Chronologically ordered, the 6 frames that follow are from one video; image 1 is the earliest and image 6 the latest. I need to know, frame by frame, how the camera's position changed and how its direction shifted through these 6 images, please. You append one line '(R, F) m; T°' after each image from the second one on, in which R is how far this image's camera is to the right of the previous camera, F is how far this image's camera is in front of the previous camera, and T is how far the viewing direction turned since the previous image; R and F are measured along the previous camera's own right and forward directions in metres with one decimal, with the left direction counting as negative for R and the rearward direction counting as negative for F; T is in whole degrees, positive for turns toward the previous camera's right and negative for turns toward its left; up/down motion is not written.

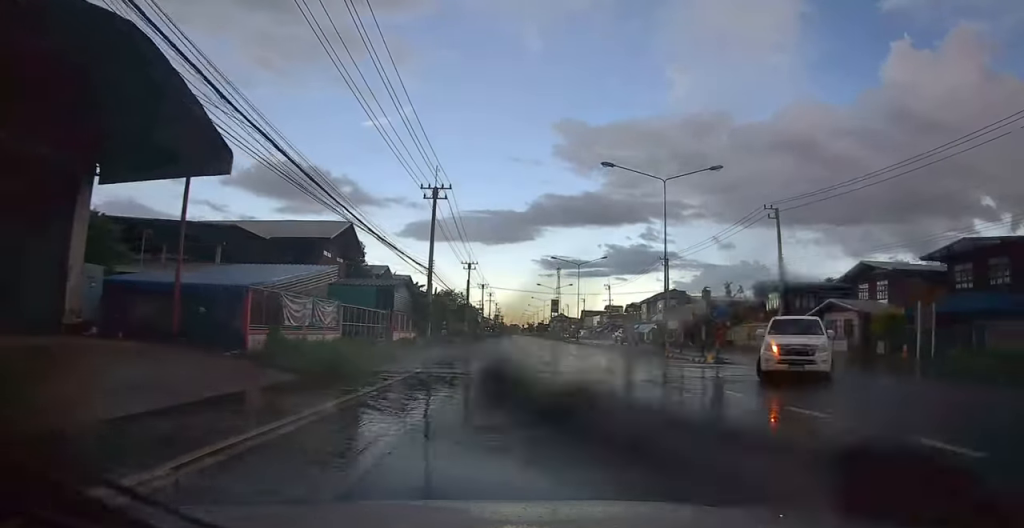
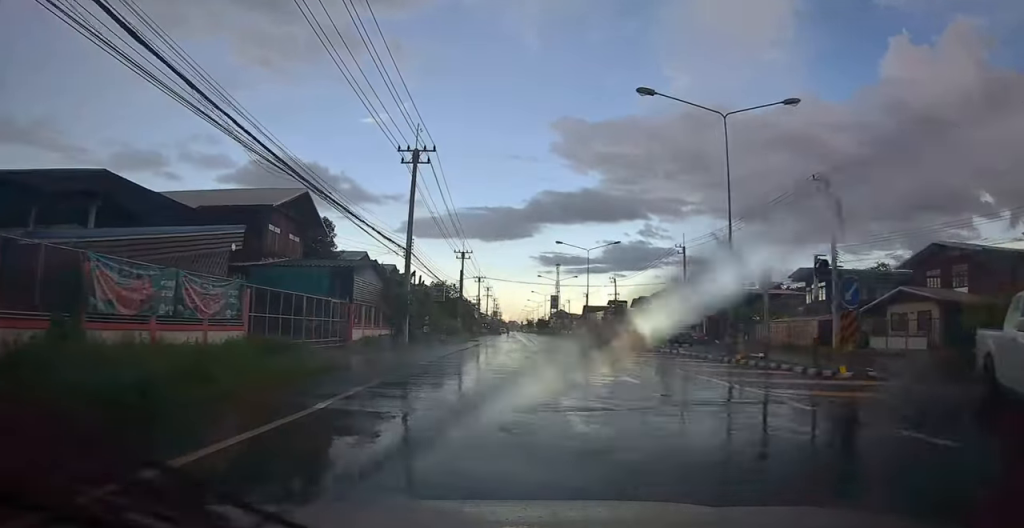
(0.0, +8.8) m; -1°
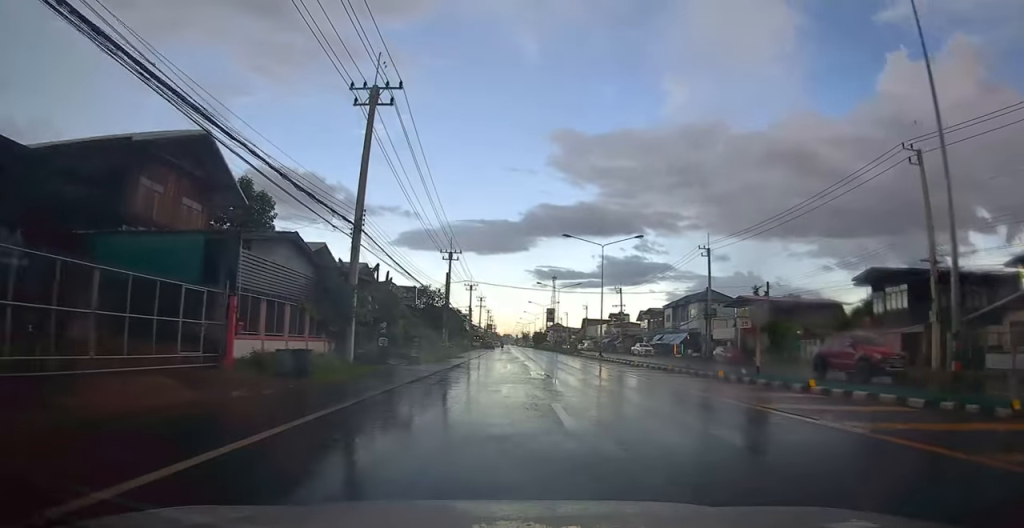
(+0.2, +11.1) m; -2°
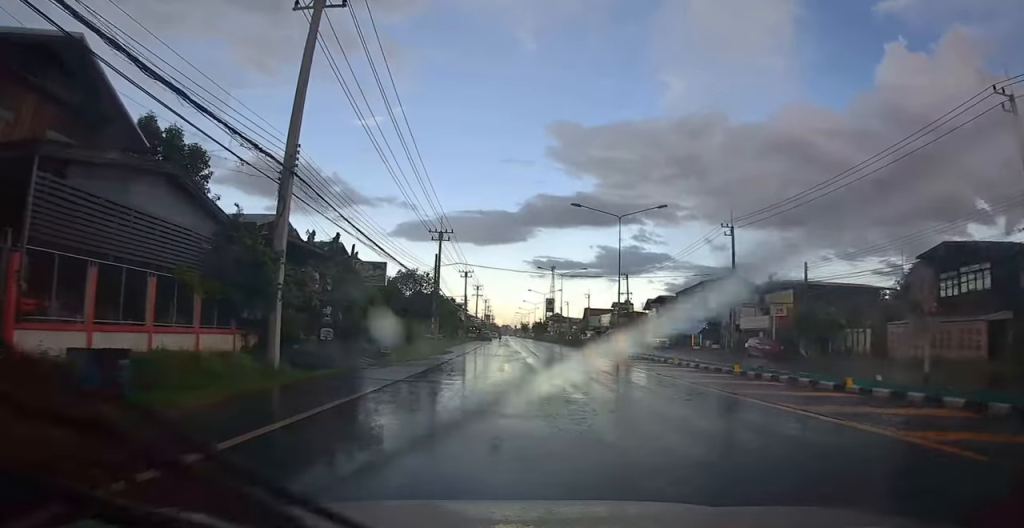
(-0.5, +7.6) m; 0°
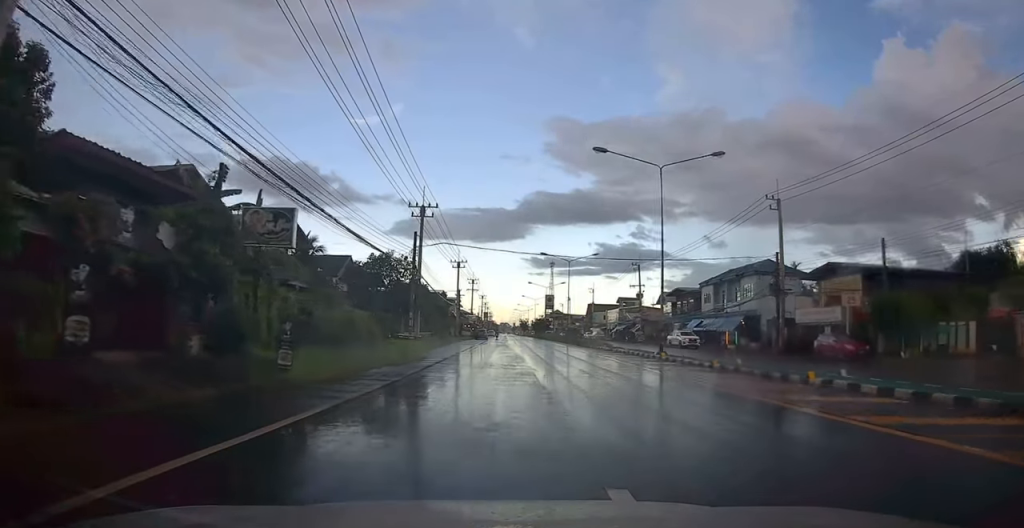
(0.0, +11.1) m; +1°
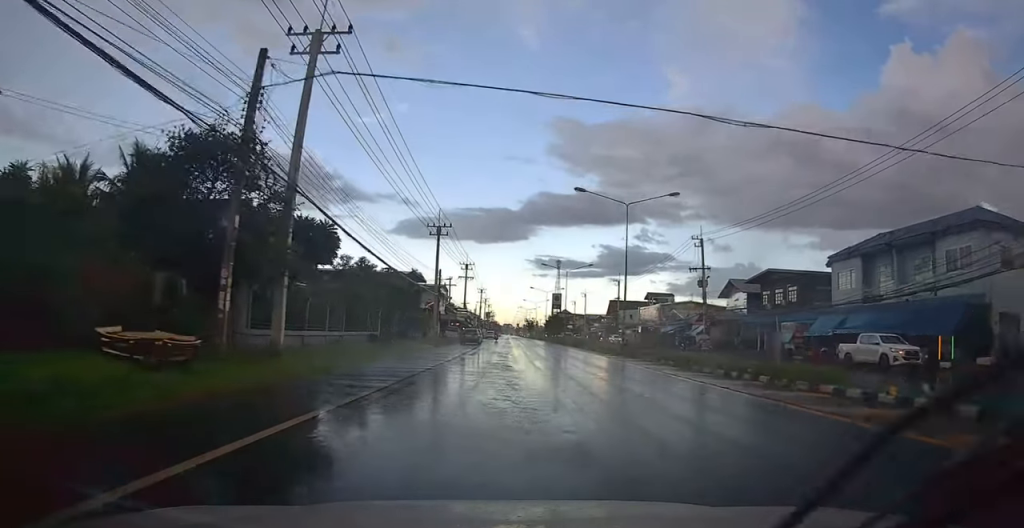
(+1.0, +28.5) m; +2°
